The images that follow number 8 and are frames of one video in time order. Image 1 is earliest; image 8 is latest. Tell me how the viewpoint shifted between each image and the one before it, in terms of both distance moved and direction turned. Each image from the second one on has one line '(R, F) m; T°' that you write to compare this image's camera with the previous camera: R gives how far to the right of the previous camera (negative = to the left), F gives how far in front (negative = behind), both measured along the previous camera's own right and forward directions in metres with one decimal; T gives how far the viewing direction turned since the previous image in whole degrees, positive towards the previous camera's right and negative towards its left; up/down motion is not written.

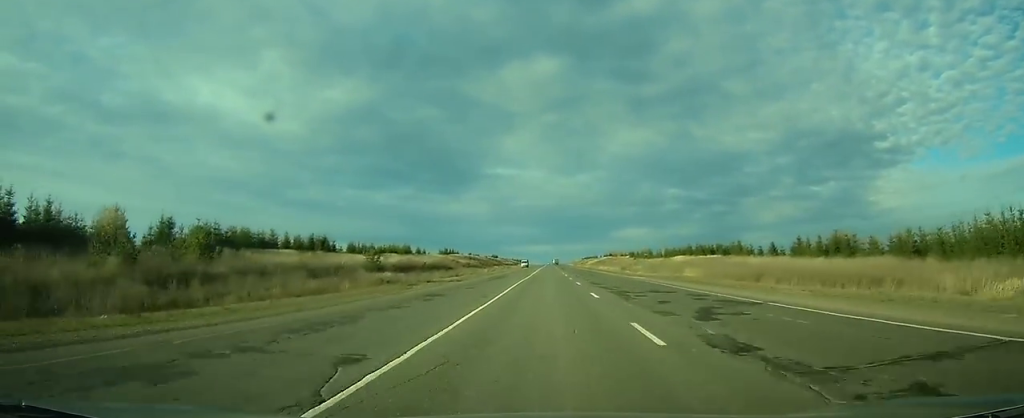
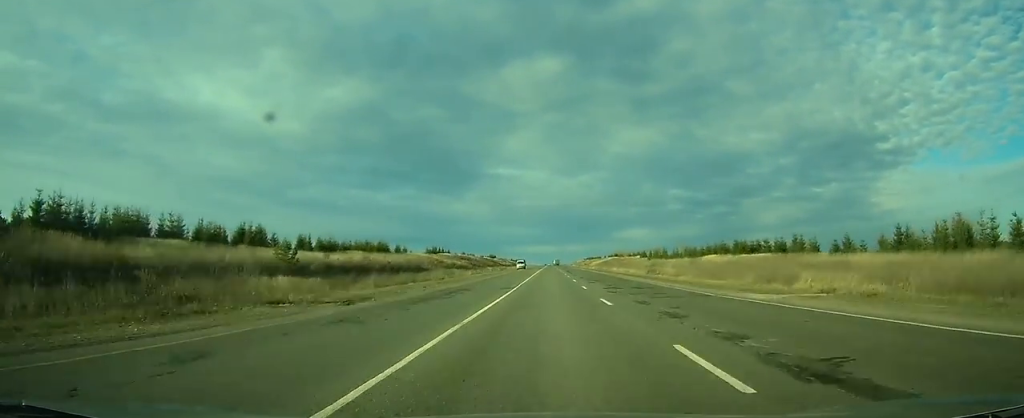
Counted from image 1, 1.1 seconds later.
(+0.1, +27.0) m; 0°
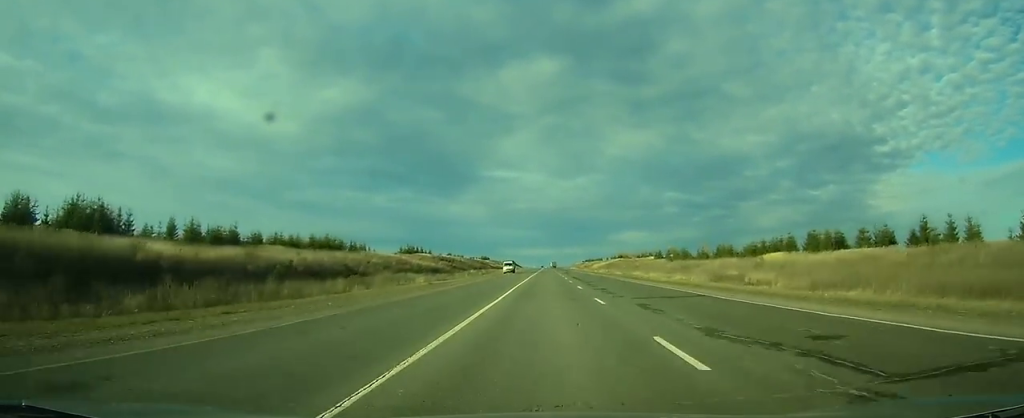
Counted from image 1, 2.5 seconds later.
(-0.2, +34.5) m; 0°
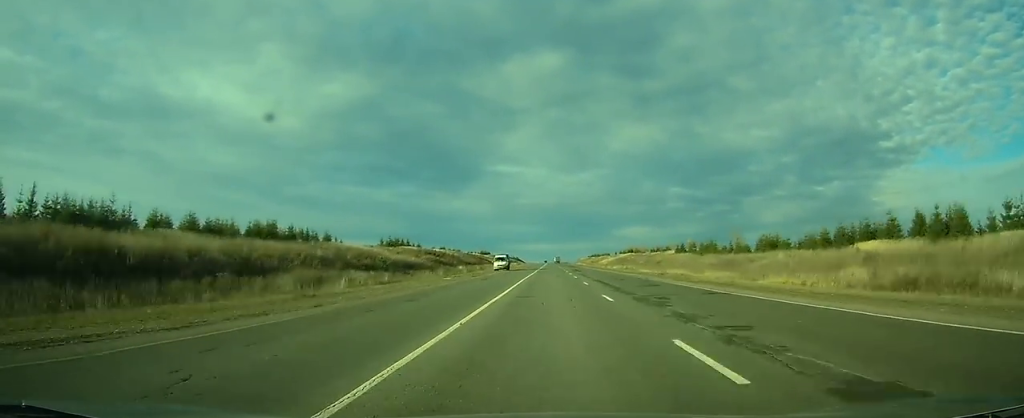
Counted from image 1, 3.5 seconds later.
(-0.1, +24.9) m; 0°
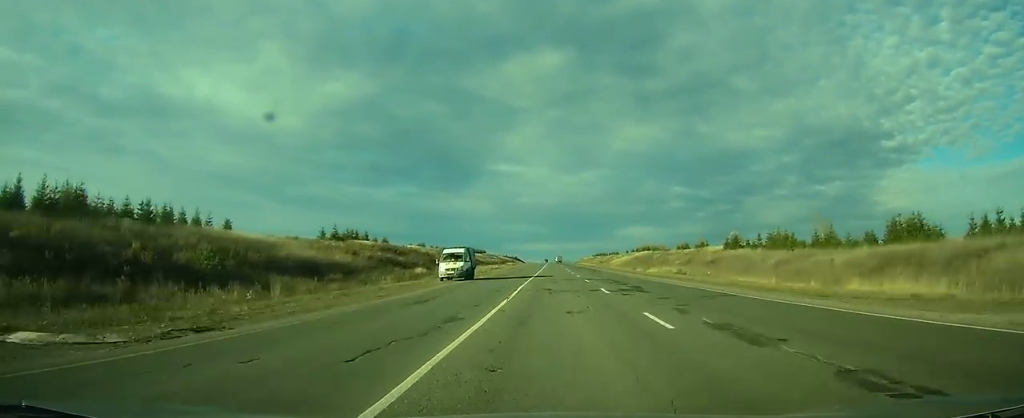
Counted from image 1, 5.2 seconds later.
(+0.1, +42.7) m; 0°
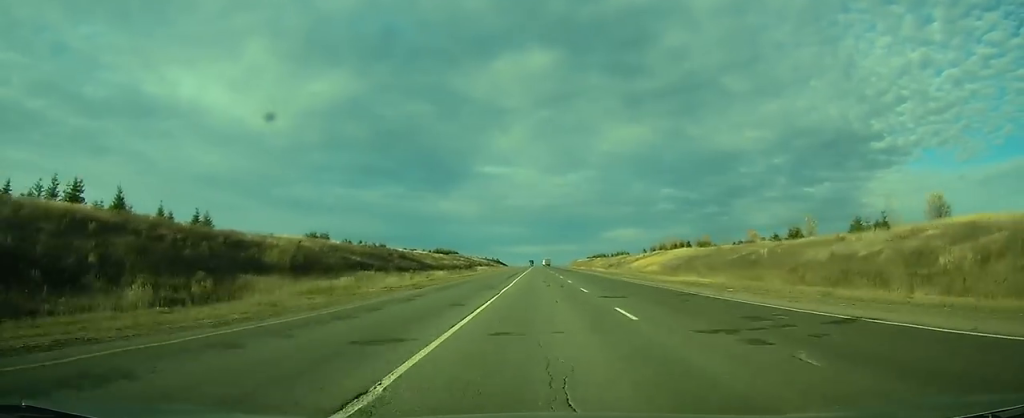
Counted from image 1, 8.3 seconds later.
(0.0, +81.4) m; 0°
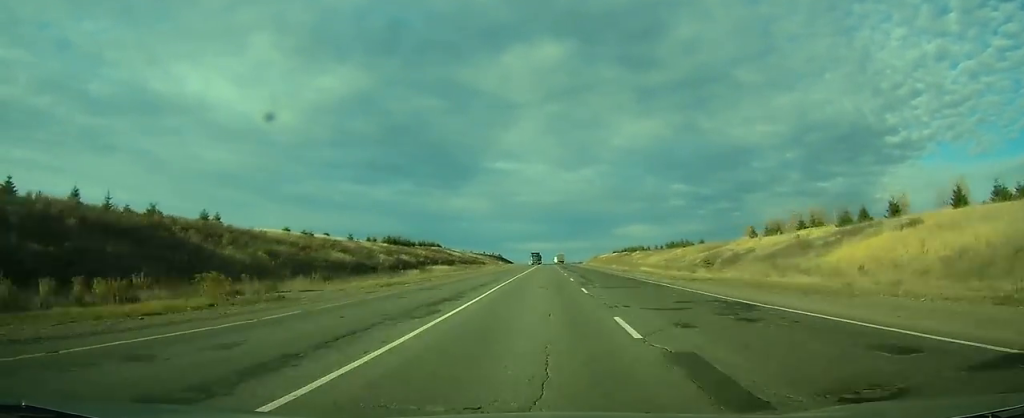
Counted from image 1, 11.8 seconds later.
(+0.3, +98.2) m; 0°
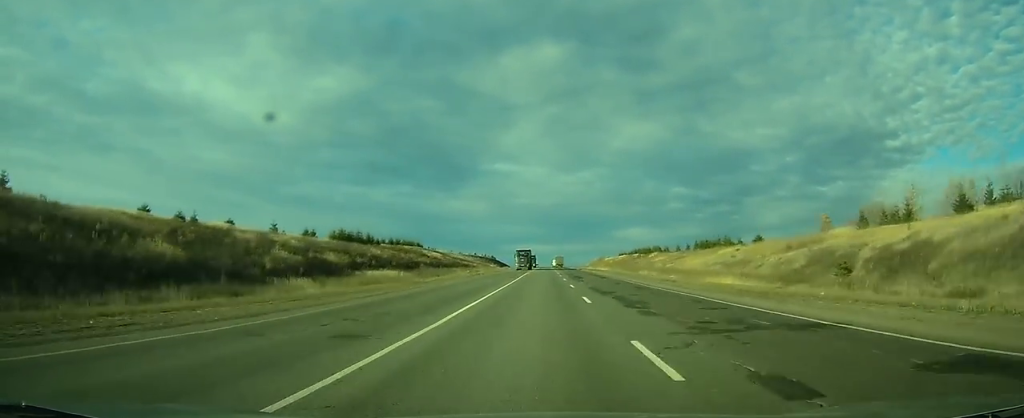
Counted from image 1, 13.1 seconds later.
(-0.2, +38.3) m; 0°
